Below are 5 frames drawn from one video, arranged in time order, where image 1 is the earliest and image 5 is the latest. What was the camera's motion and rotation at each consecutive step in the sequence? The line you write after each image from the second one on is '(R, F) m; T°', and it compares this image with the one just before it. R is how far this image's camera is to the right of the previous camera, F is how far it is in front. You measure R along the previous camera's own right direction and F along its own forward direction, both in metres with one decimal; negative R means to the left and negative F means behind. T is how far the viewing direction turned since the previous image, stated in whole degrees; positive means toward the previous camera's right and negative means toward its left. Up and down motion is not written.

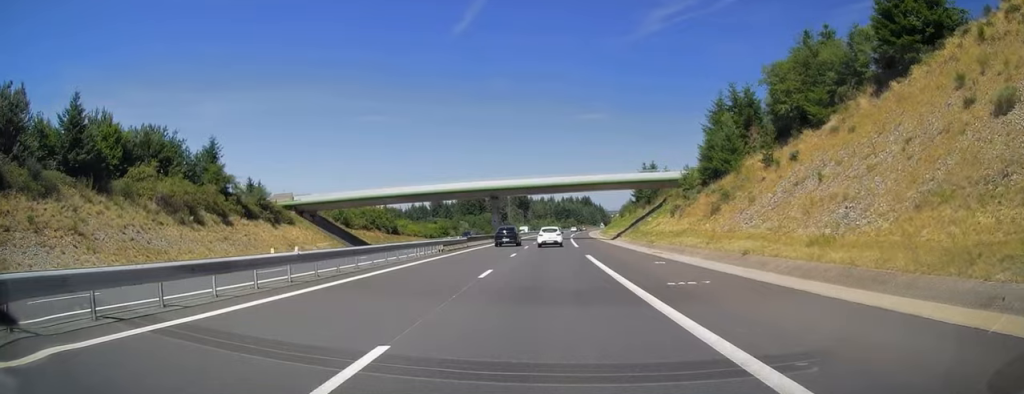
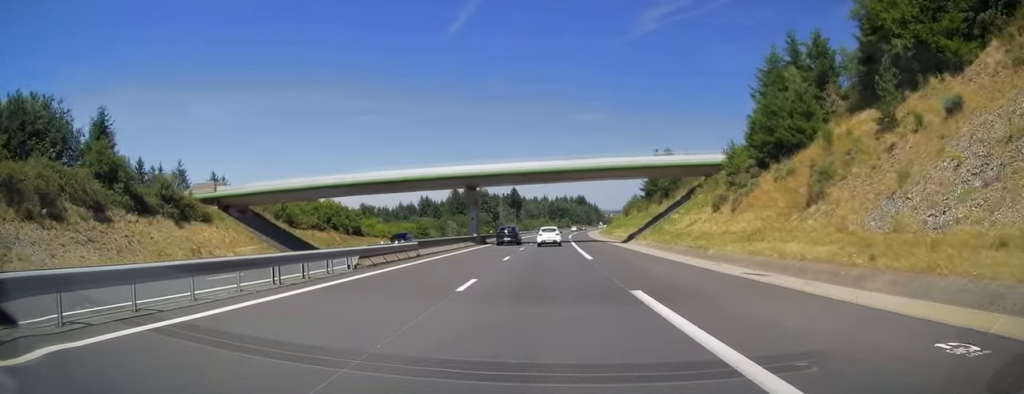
(+0.1, +16.6) m; +1°
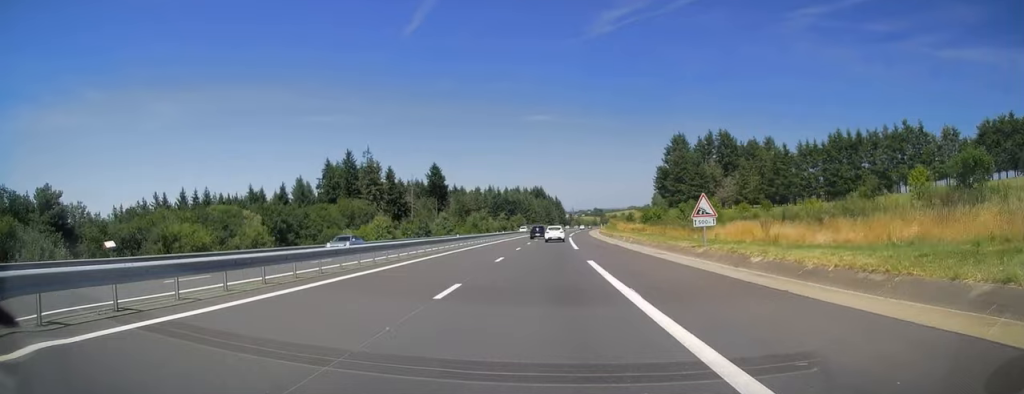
(+6.4, +144.5) m; +5°
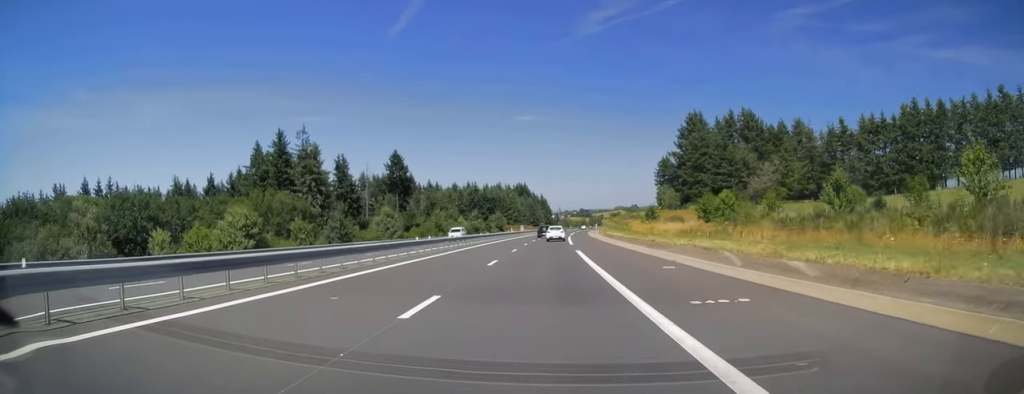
(+0.7, +41.6) m; +1°
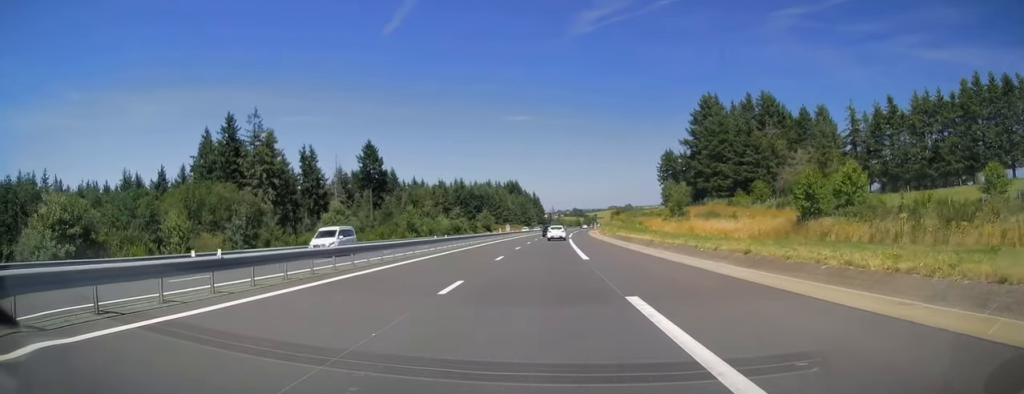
(+0.1, +22.6) m; 0°
